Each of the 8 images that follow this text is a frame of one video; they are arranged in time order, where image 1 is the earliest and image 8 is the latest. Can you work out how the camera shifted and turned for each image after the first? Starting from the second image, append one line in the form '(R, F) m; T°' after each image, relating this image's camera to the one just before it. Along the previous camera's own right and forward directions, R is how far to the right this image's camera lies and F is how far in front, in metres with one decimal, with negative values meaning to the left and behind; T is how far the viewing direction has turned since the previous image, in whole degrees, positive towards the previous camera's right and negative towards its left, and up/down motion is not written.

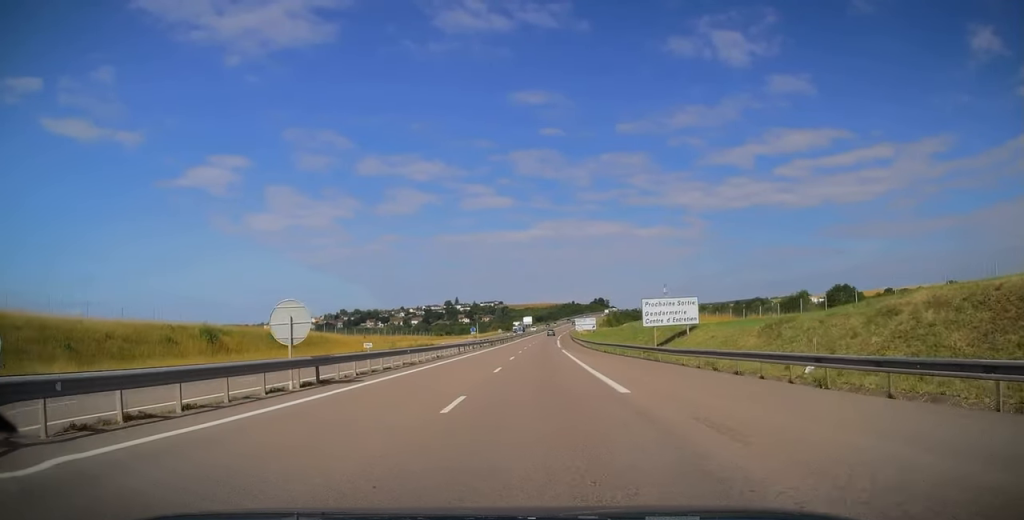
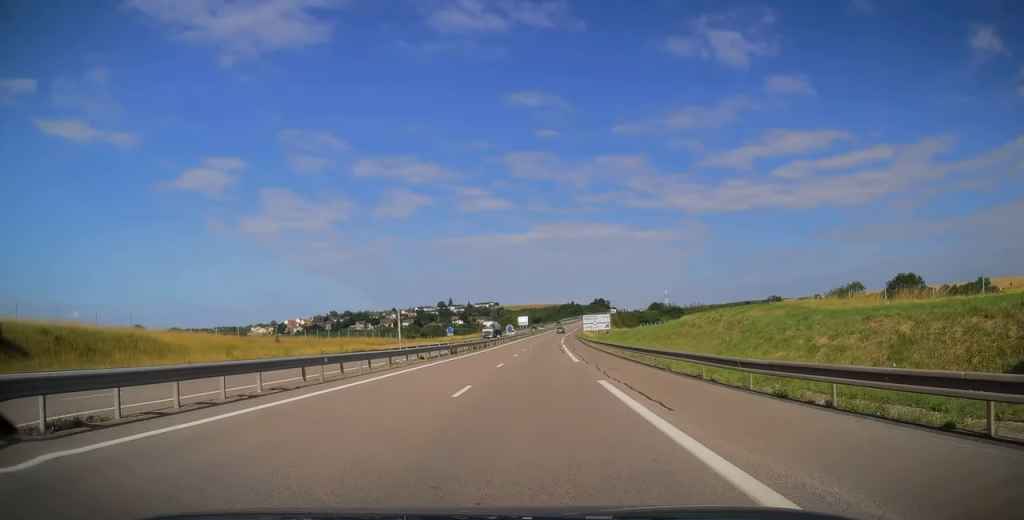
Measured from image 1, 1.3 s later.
(0.0, +36.1) m; 0°
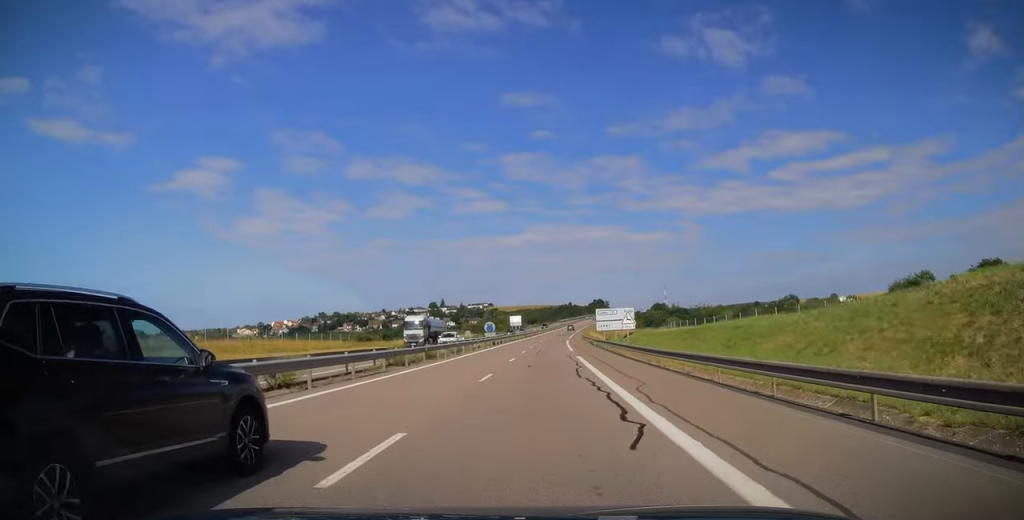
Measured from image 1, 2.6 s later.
(+0.4, +34.2) m; +1°
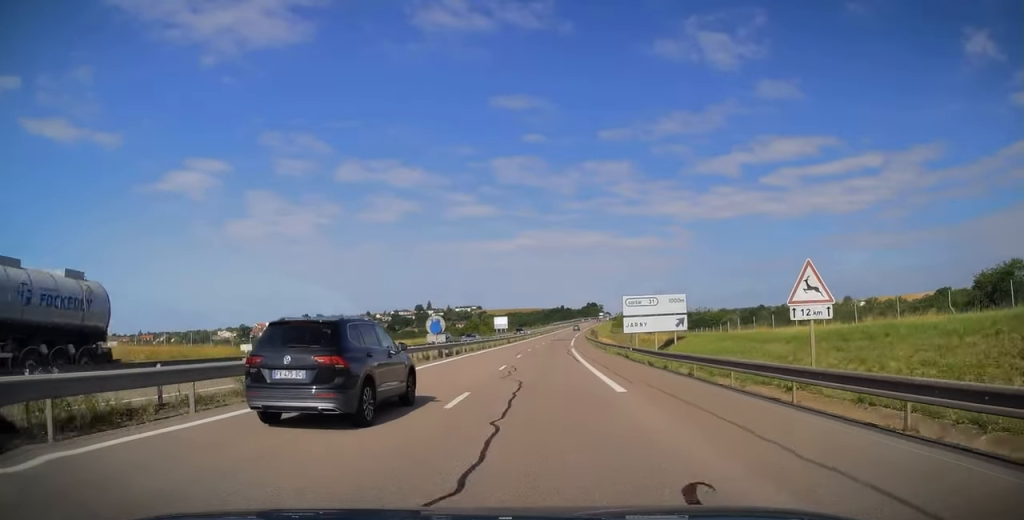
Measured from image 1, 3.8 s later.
(-0.3, +33.0) m; +1°
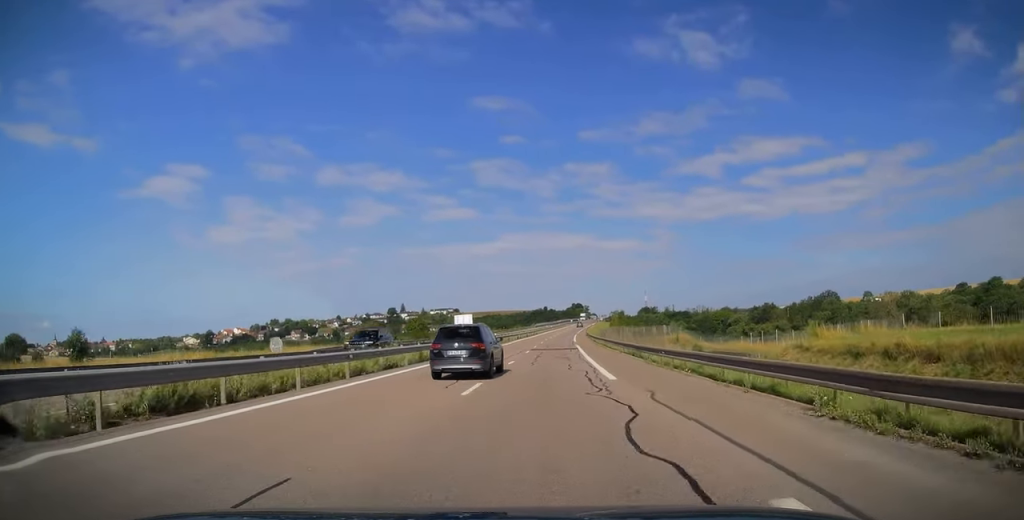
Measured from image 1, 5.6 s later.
(+1.0, +48.9) m; +2°
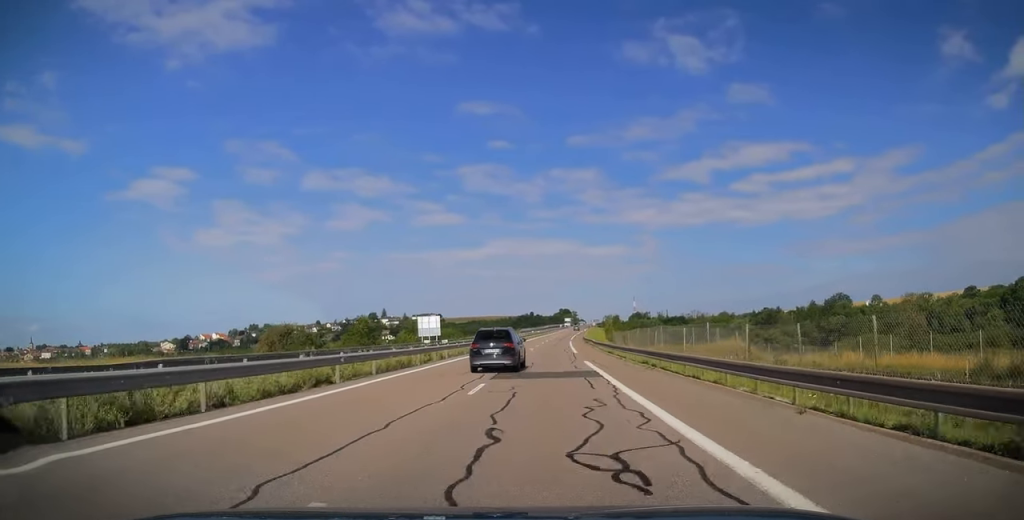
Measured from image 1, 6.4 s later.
(+0.3, +24.8) m; +1°
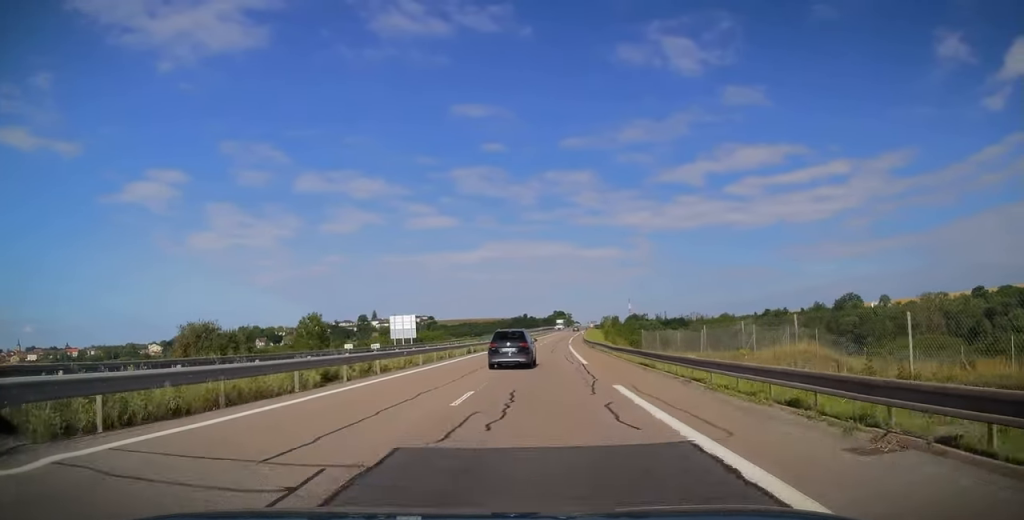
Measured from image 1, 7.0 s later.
(+0.2, +15.1) m; +1°
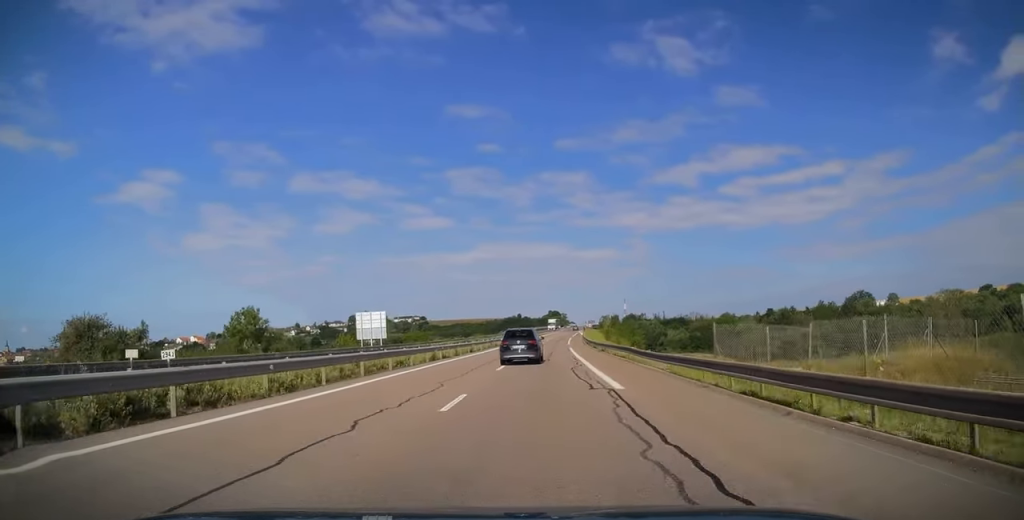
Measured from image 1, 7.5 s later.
(0.0, +13.9) m; 0°
